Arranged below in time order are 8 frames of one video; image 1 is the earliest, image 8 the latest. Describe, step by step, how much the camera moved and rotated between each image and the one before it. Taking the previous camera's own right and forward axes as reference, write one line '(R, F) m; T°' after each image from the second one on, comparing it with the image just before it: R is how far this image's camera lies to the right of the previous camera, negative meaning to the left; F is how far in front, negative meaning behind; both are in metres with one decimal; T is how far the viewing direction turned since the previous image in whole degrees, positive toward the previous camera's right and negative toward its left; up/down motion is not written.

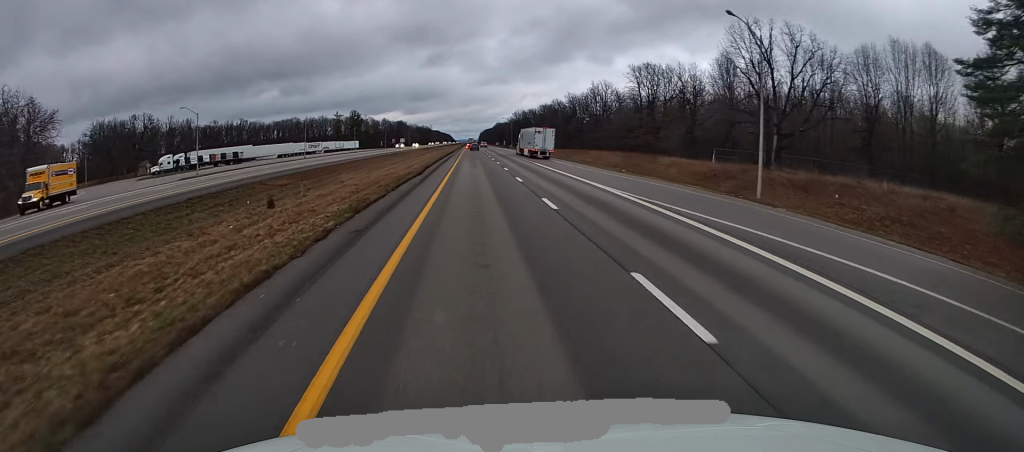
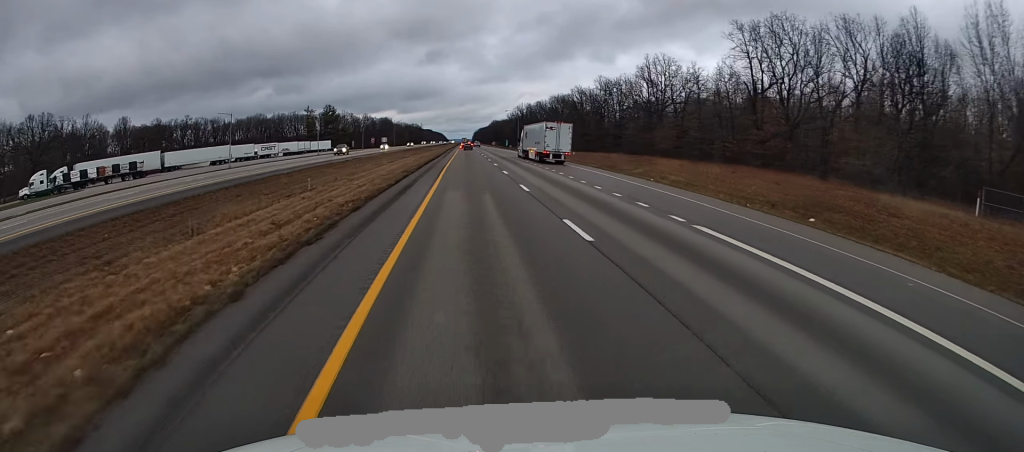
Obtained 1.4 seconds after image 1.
(+0.5, +41.9) m; +2°
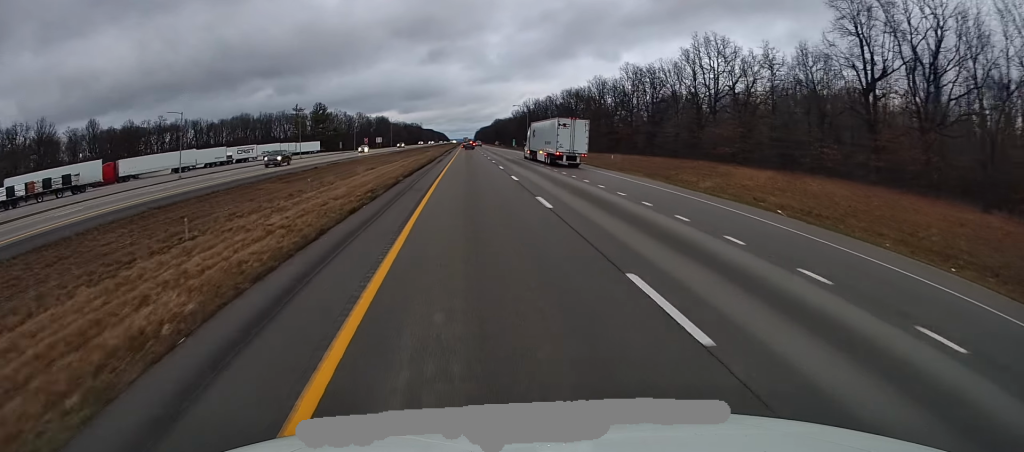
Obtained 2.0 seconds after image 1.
(+0.4, +18.4) m; 0°
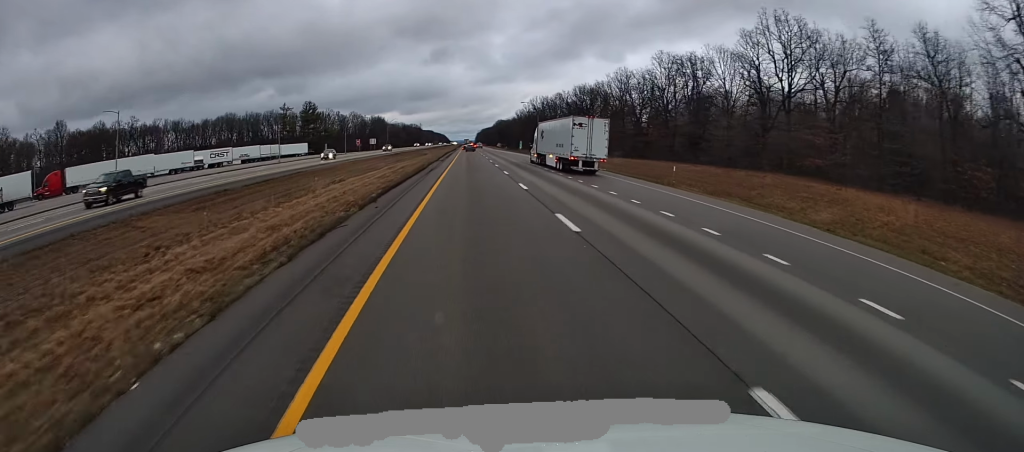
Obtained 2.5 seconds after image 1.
(+0.1, +16.4) m; 0°
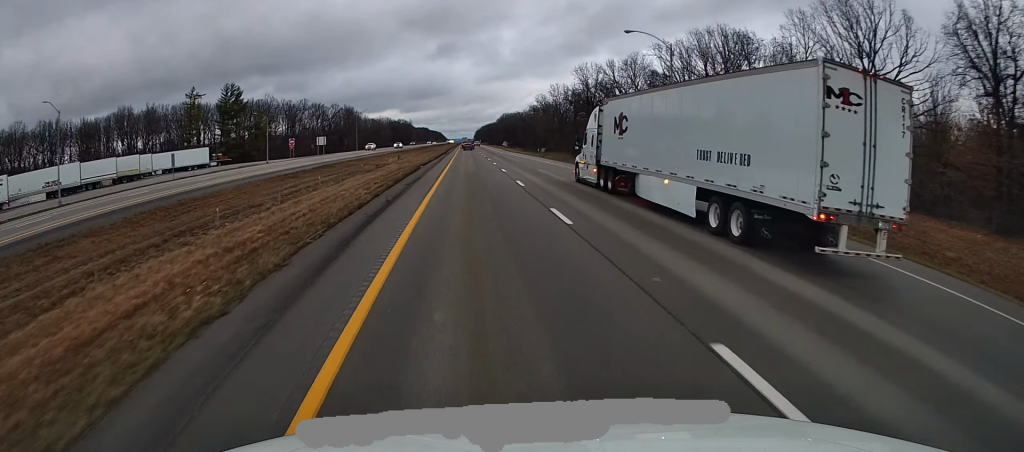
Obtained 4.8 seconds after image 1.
(-0.8, +71.6) m; -1°
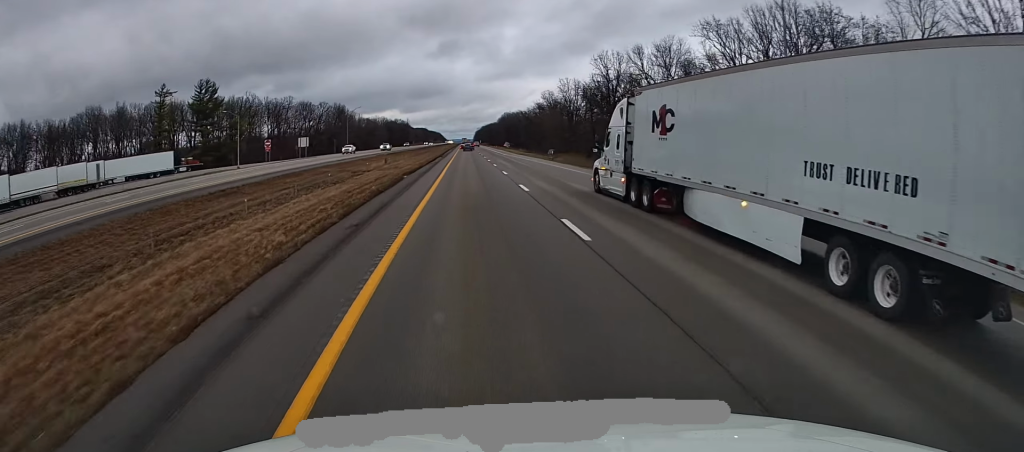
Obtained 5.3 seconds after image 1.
(+0.1, +14.6) m; 0°
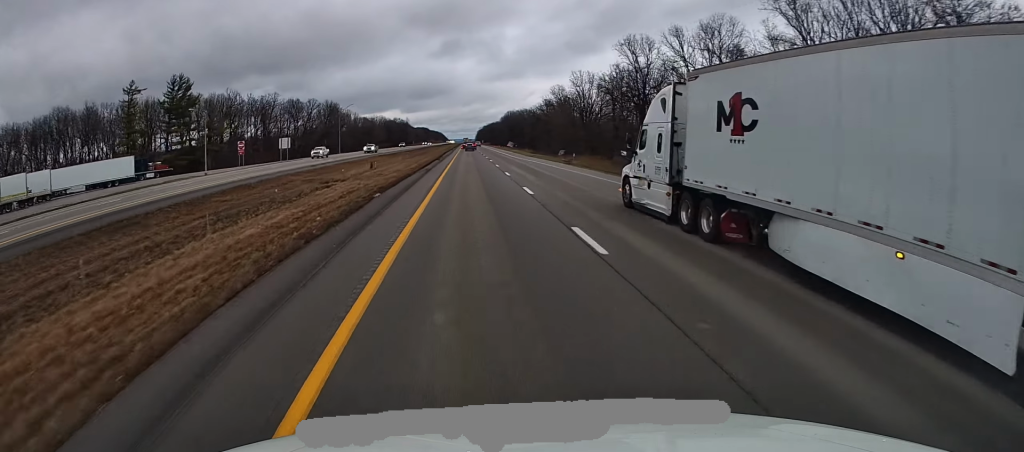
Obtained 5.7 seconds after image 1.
(-0.1, +13.5) m; 0°
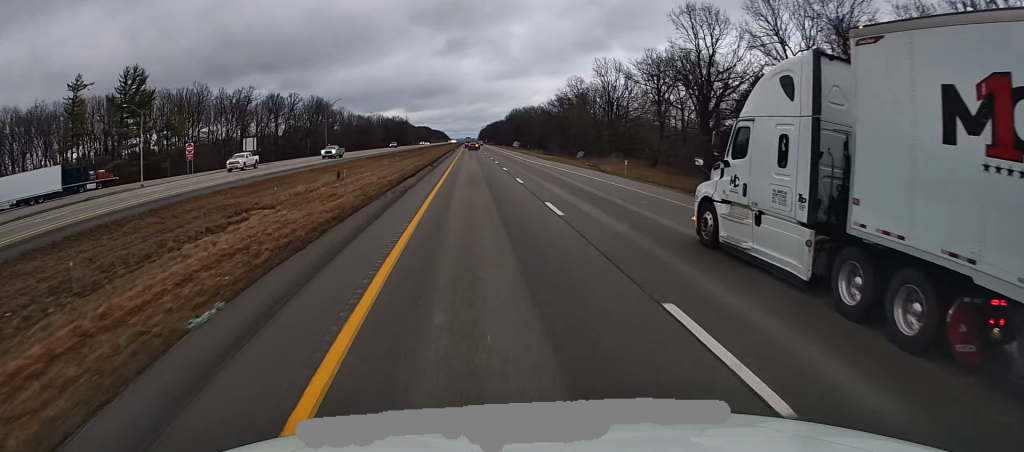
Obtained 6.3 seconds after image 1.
(-0.3, +18.7) m; 0°
